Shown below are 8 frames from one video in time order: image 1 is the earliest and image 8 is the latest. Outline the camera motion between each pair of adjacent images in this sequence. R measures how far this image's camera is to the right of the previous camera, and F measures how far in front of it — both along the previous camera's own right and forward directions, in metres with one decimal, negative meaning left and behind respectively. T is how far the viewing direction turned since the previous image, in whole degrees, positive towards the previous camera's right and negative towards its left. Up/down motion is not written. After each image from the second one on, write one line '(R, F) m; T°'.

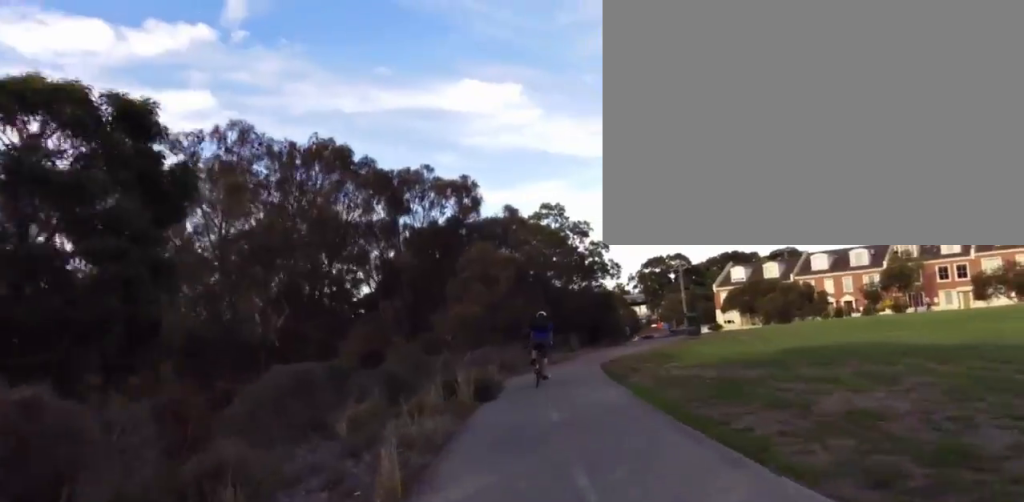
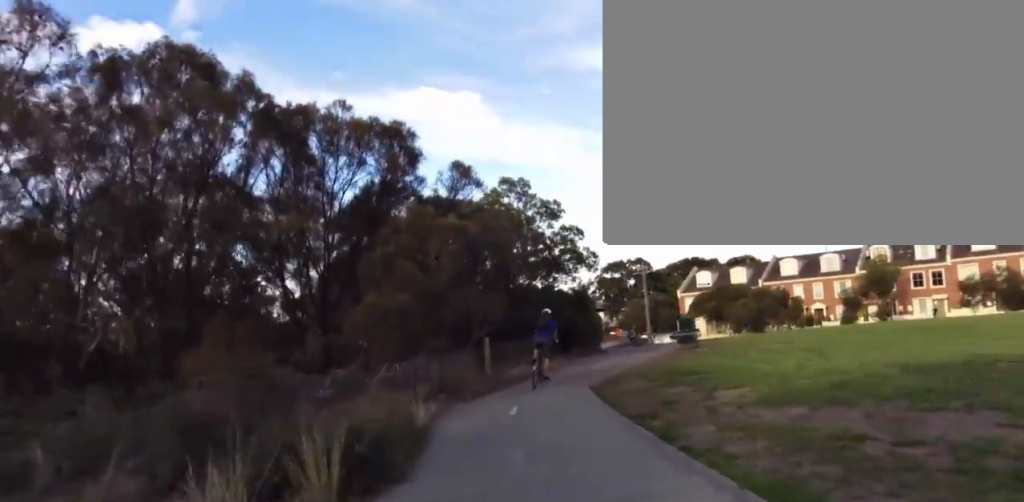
(+0.1, +5.8) m; +7°
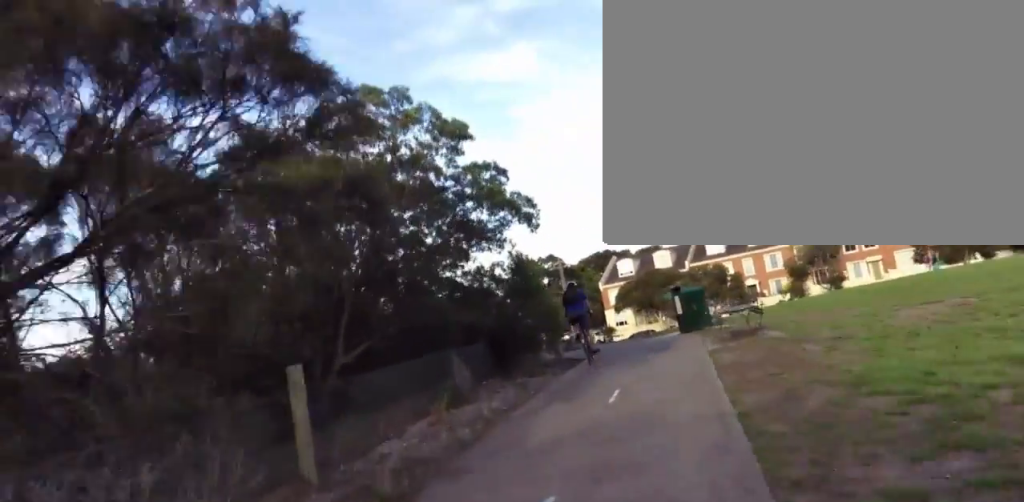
(+1.6, +10.0) m; +21°
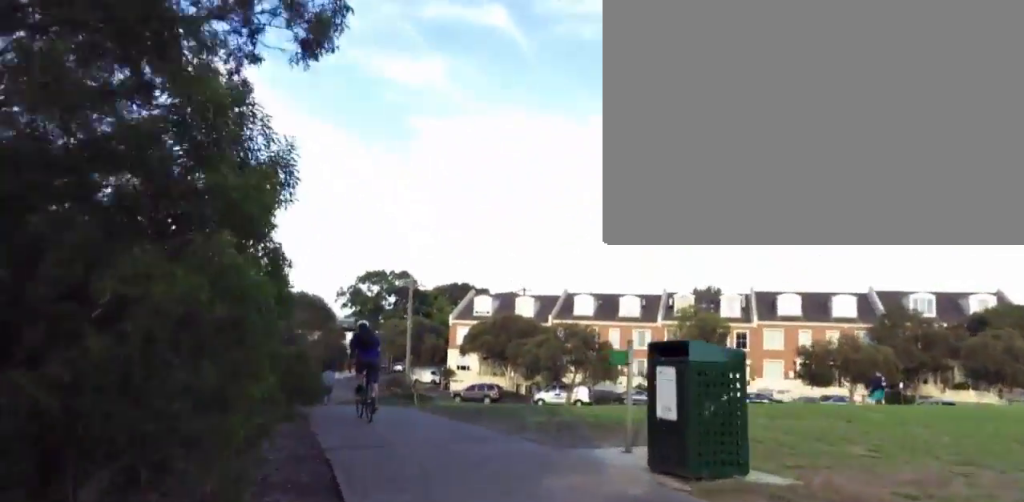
(+1.5, +9.6) m; +6°
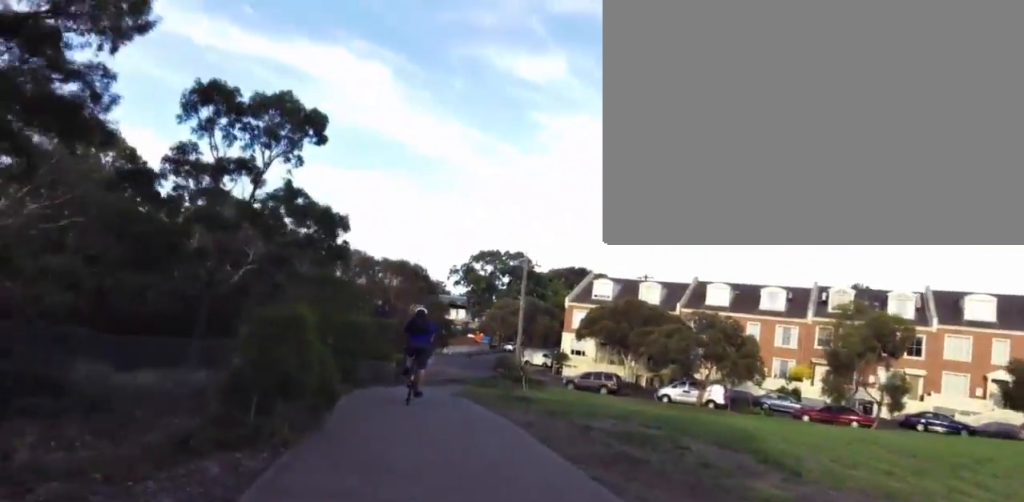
(-0.4, +5.5) m; -5°
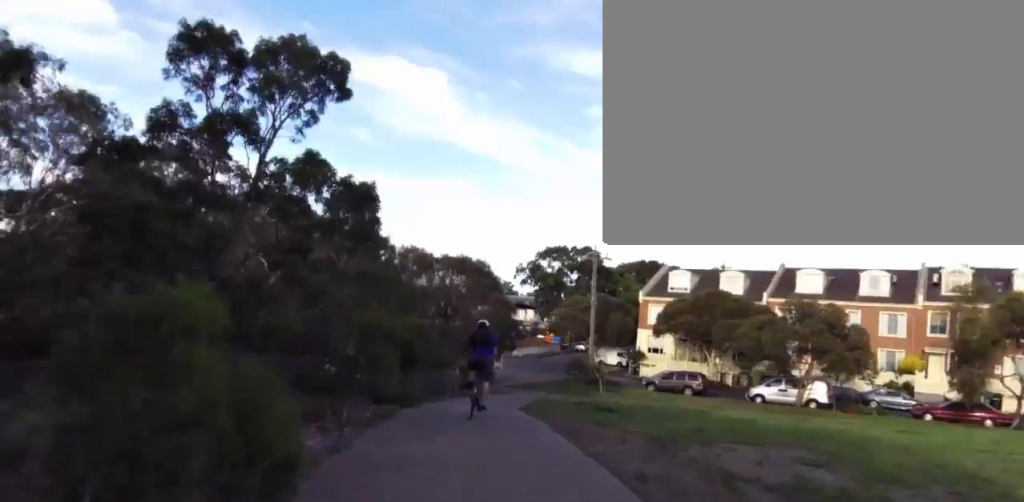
(0.0, +2.9) m; -4°
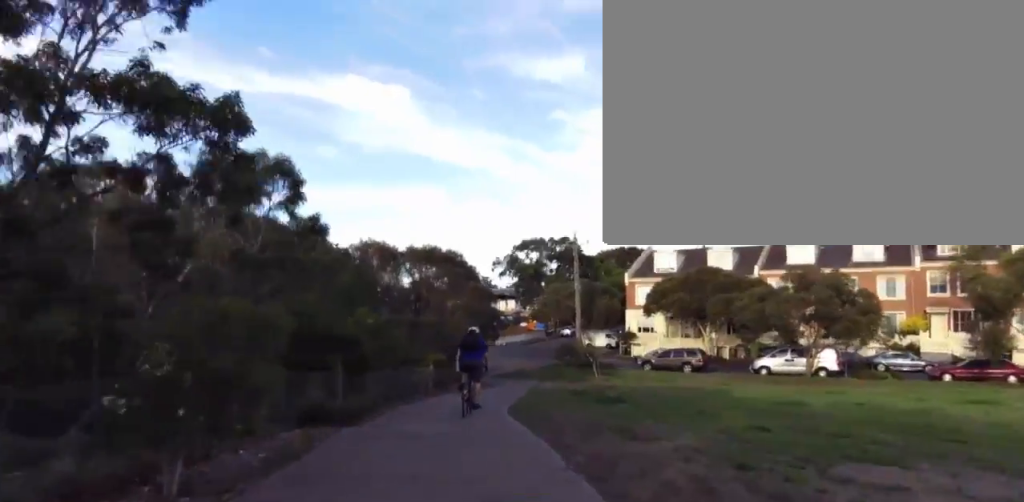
(+0.2, +3.5) m; -4°
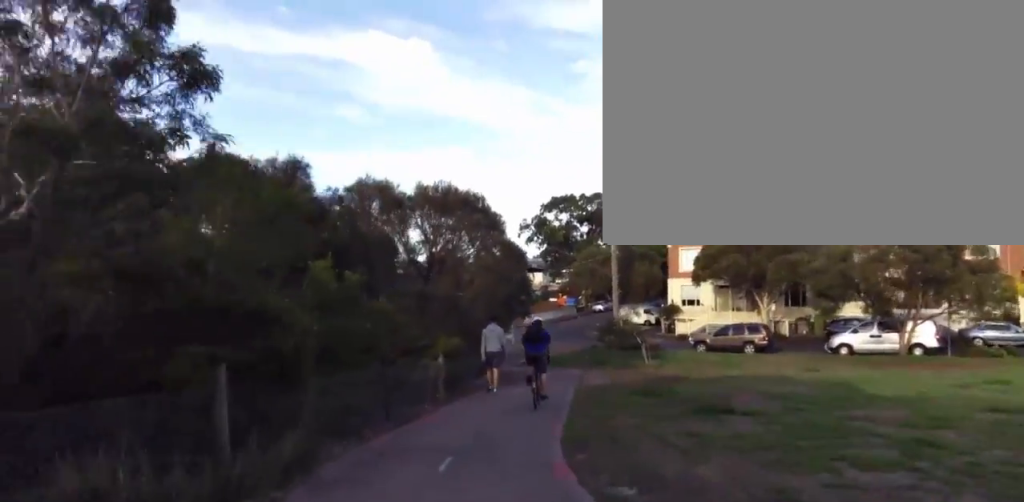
(-0.8, +4.9) m; -8°
